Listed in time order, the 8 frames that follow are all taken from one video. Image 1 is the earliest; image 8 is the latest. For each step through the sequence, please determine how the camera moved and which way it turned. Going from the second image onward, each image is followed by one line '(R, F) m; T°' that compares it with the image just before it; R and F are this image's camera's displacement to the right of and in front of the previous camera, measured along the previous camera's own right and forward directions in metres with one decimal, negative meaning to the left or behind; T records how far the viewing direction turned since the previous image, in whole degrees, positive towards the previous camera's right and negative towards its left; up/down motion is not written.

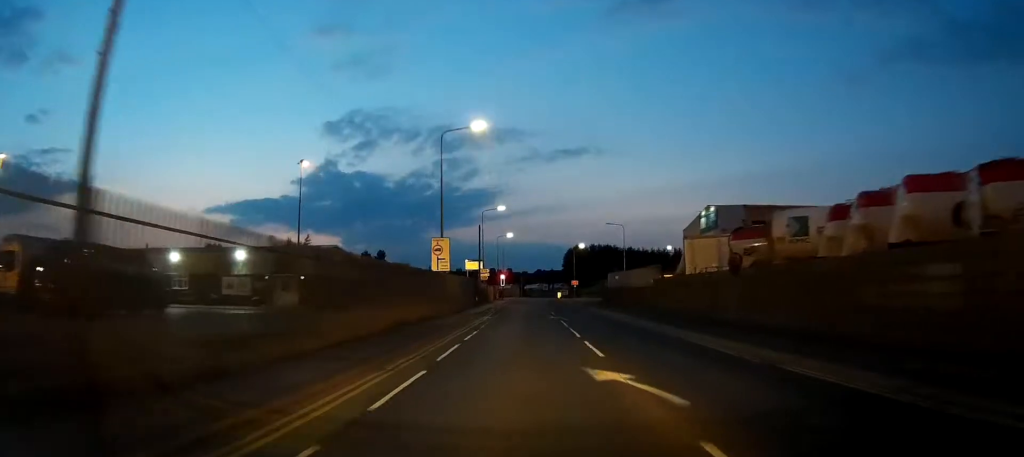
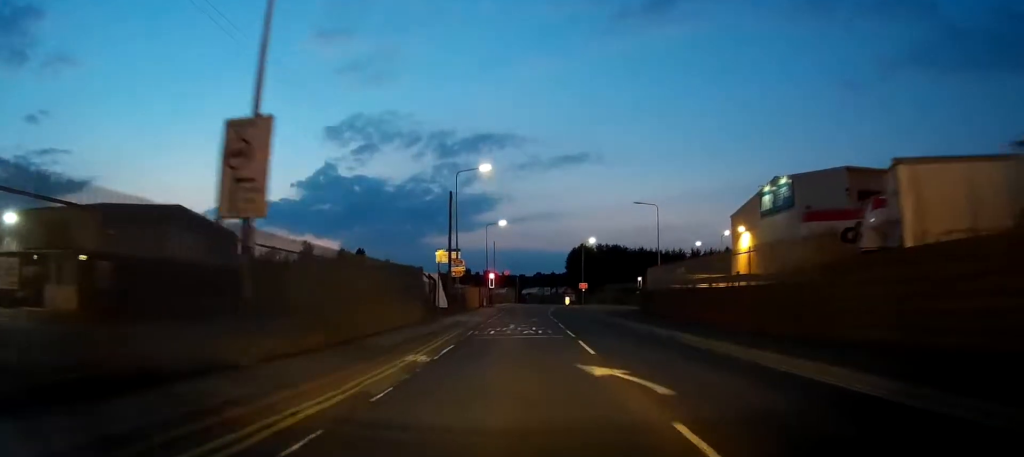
(+0.4, +21.4) m; +3°
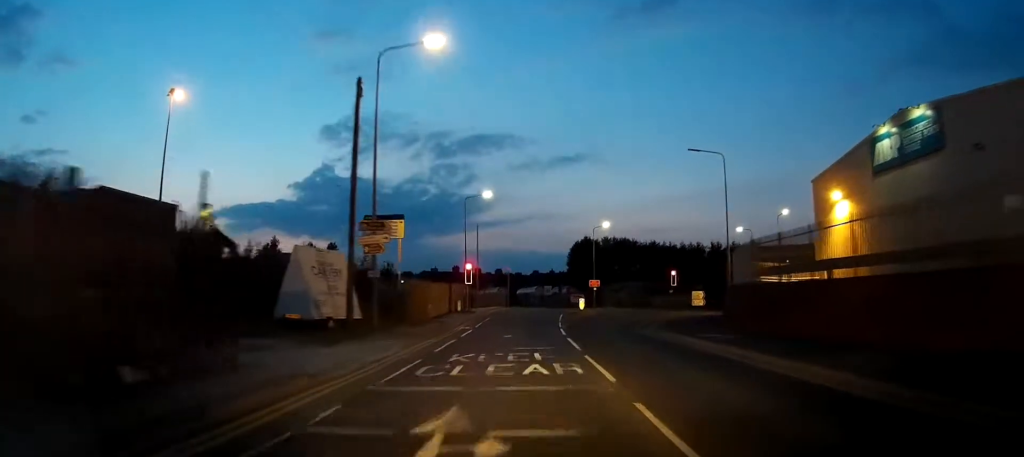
(+0.2, +22.9) m; 0°
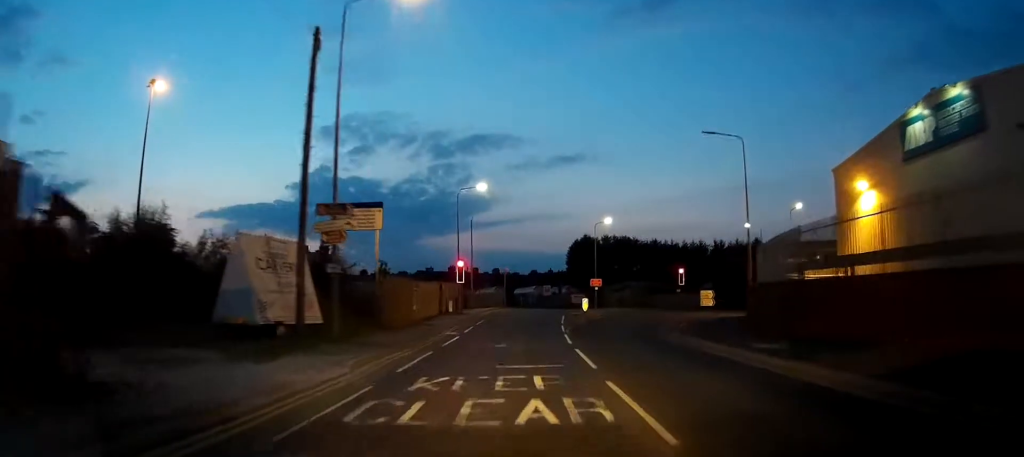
(-0.1, +4.6) m; 0°
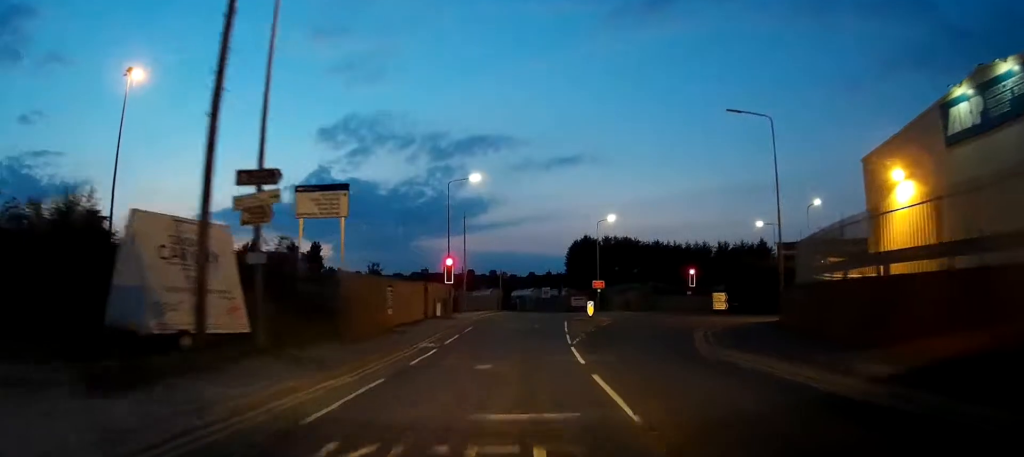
(+0.1, +5.5) m; +1°
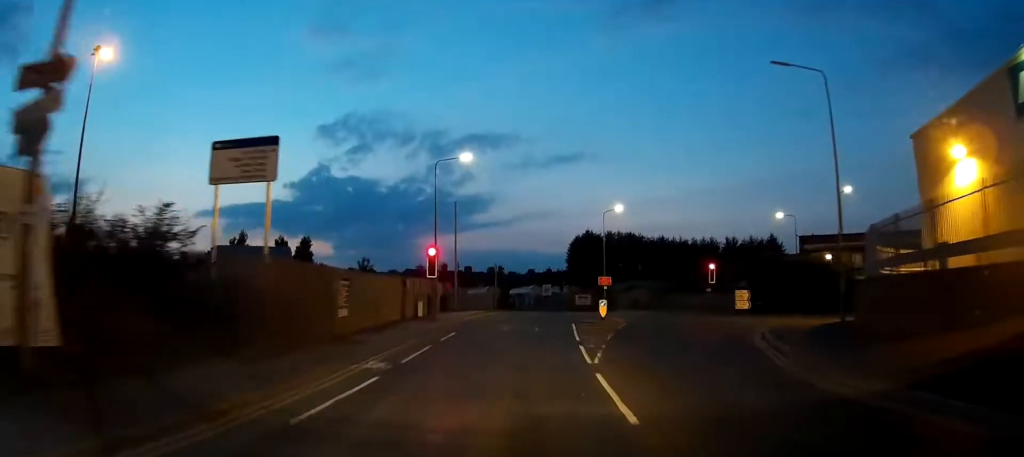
(+0.1, +7.8) m; +2°
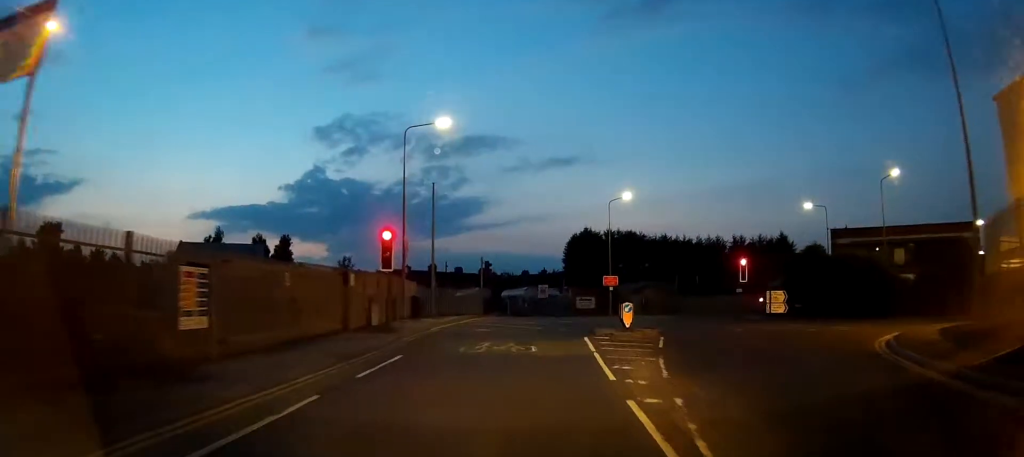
(+0.4, +11.9) m; +5°
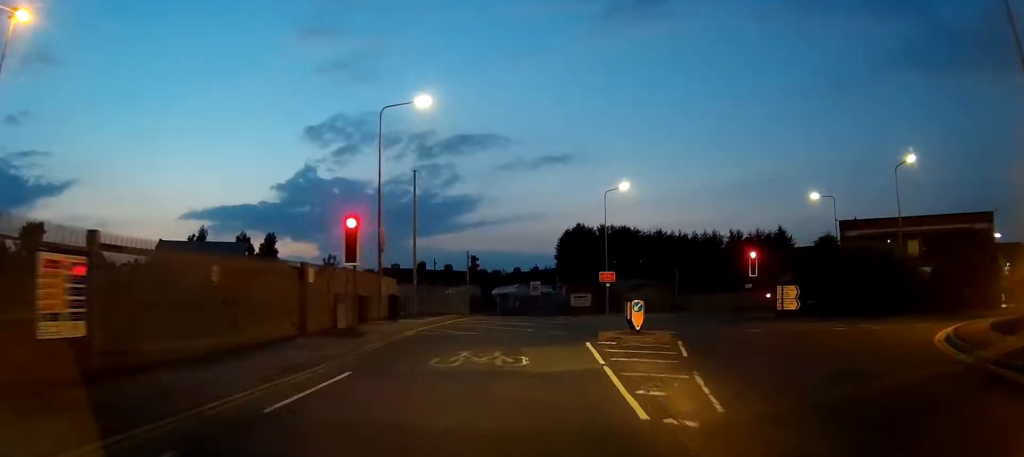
(+0.1, +5.6) m; +2°
